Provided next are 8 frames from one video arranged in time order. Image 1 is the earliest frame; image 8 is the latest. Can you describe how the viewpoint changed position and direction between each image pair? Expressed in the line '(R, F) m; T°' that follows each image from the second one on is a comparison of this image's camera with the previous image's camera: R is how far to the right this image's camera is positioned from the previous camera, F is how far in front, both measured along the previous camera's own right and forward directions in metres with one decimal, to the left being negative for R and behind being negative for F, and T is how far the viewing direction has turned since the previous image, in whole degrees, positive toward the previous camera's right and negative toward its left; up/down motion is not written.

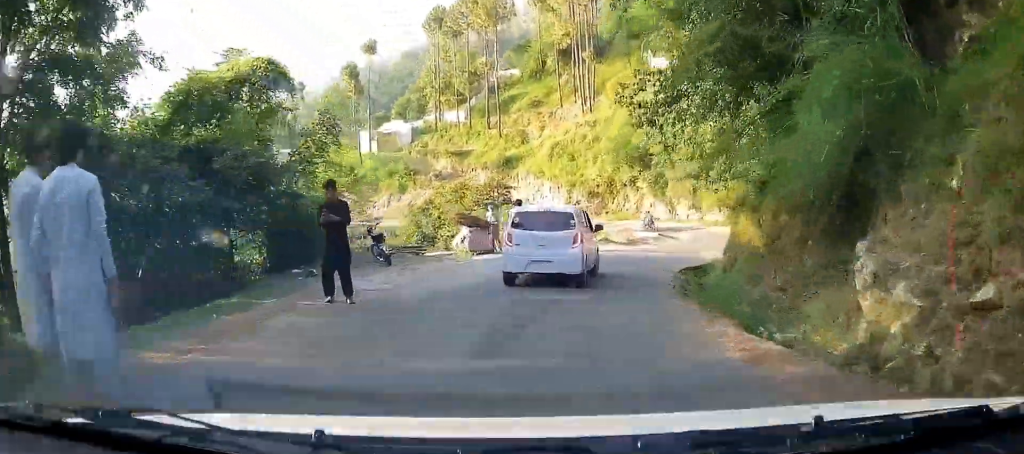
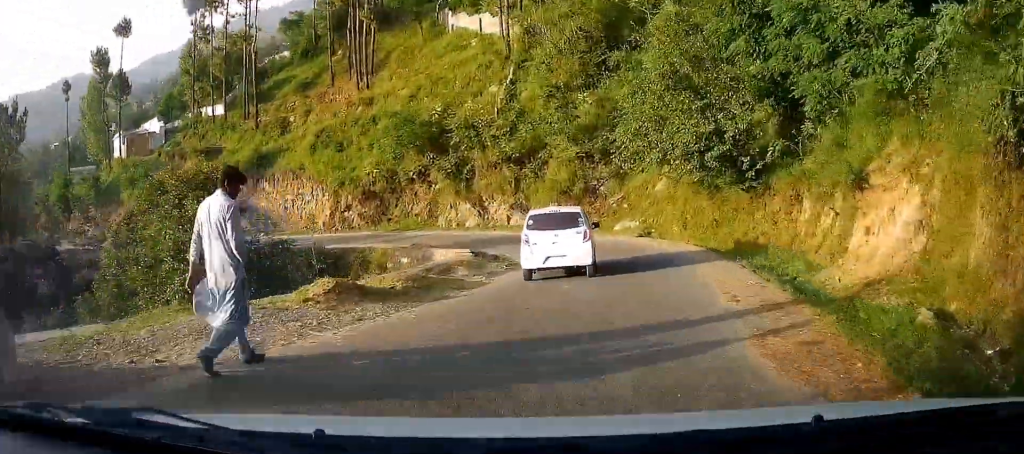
(+2.1, +18.1) m; +14°
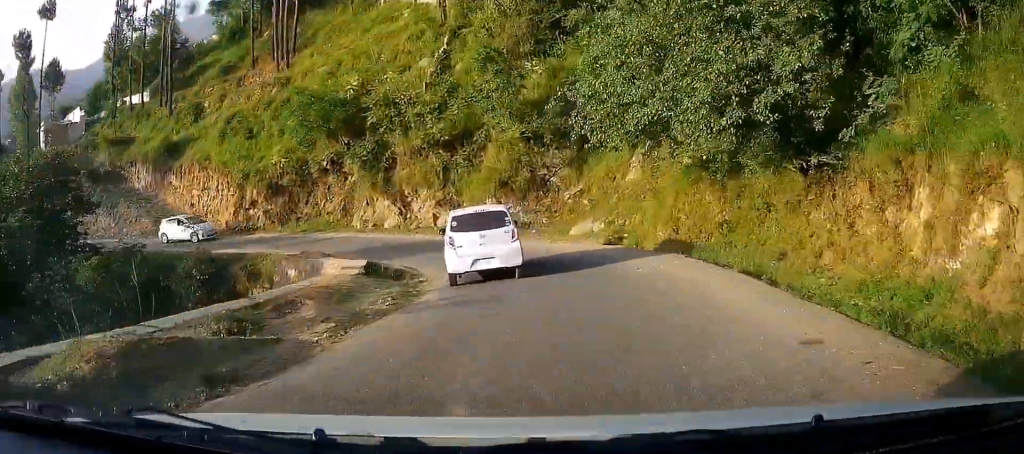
(+0.3, +6.5) m; +4°
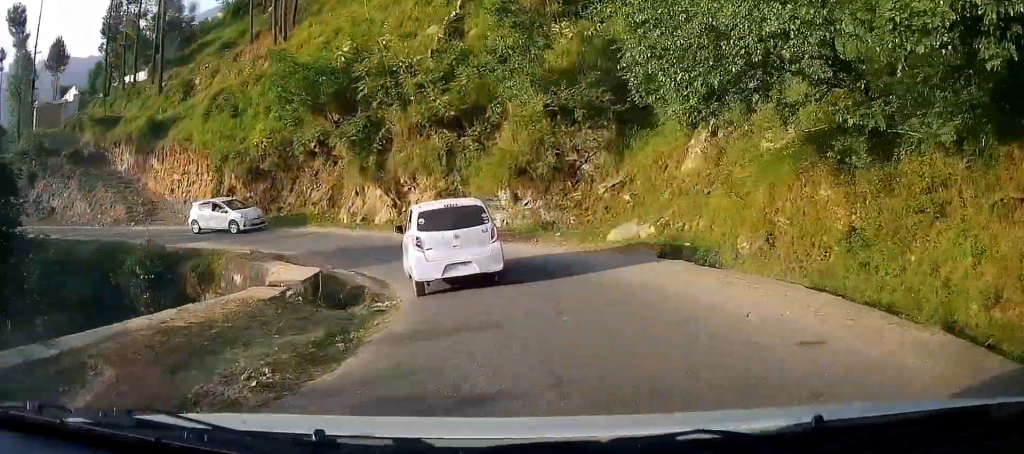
(+0.1, +4.6) m; +2°
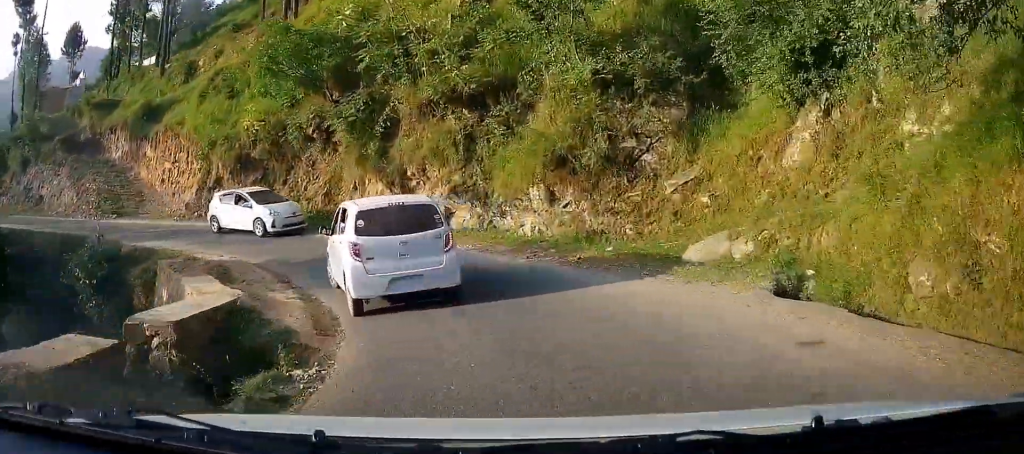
(+0.3, +4.4) m; 0°
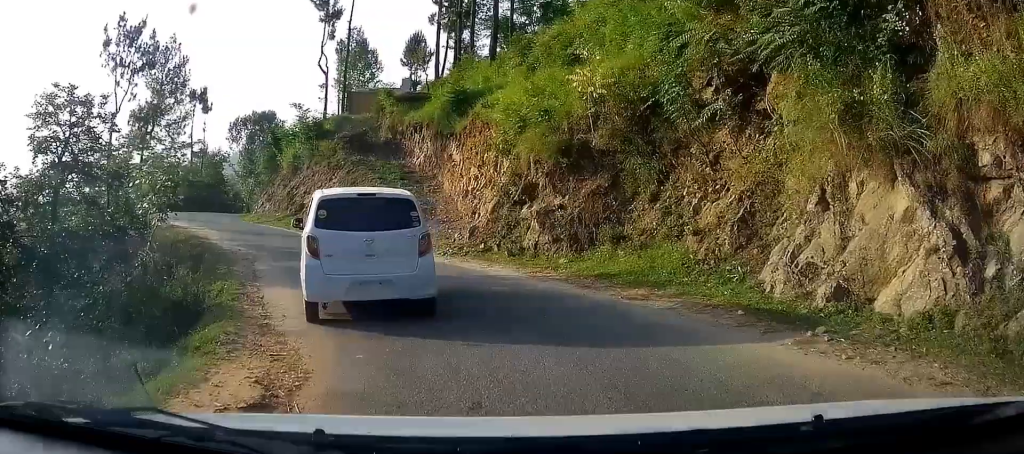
(-1.1, +14.1) m; -23°
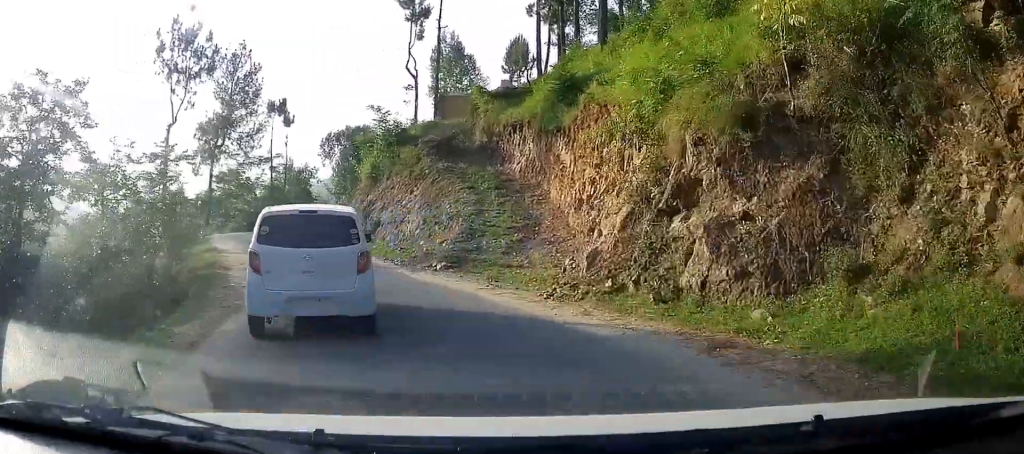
(-1.1, +4.9) m; -16°
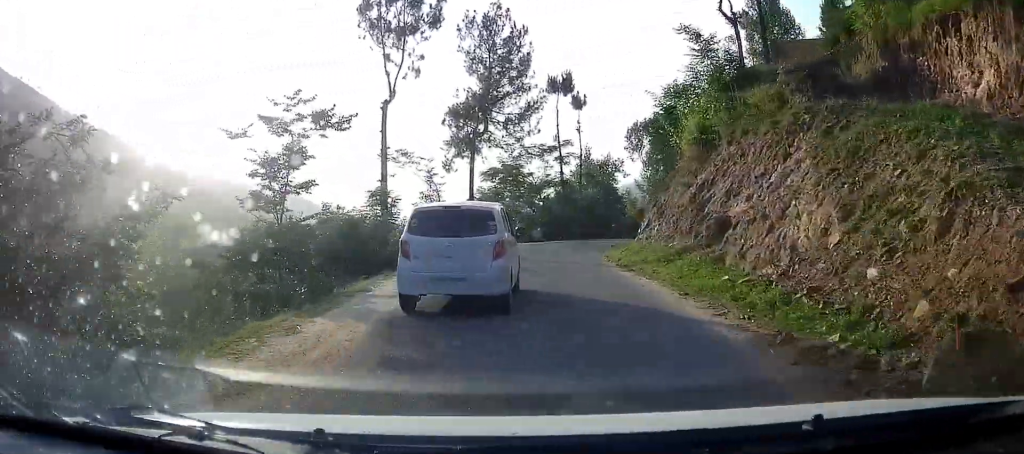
(-2.4, +10.6) m; -30°
